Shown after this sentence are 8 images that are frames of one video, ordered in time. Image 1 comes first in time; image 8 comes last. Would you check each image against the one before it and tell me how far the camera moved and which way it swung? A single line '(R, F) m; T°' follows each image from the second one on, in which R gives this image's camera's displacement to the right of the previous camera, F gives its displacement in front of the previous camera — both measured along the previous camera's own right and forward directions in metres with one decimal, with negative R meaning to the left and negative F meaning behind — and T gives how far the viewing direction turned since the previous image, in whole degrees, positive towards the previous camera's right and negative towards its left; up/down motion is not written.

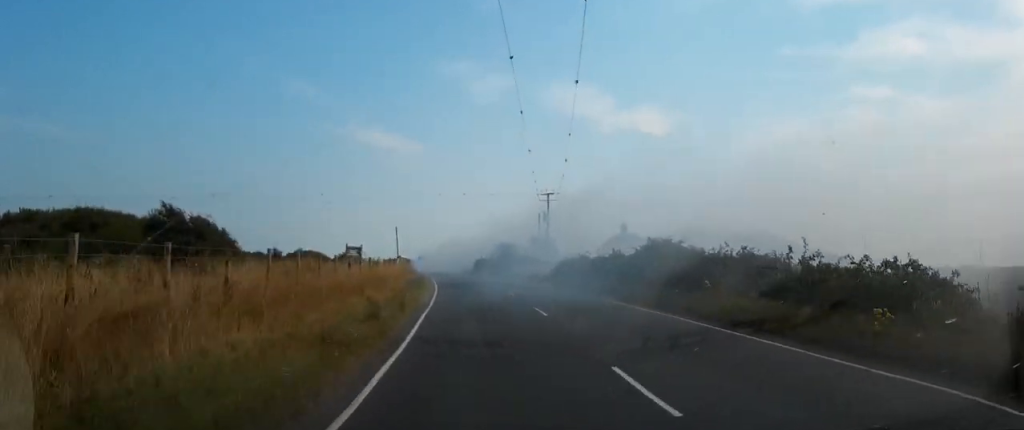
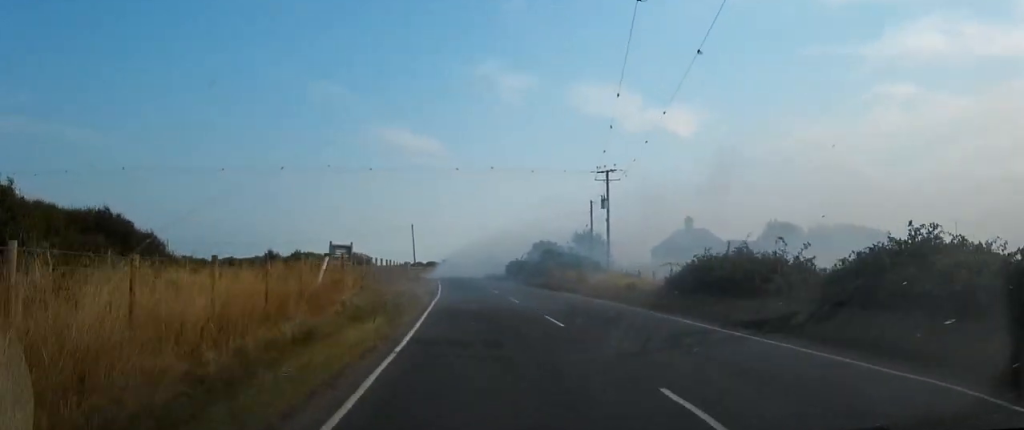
(-0.2, +19.9) m; -2°
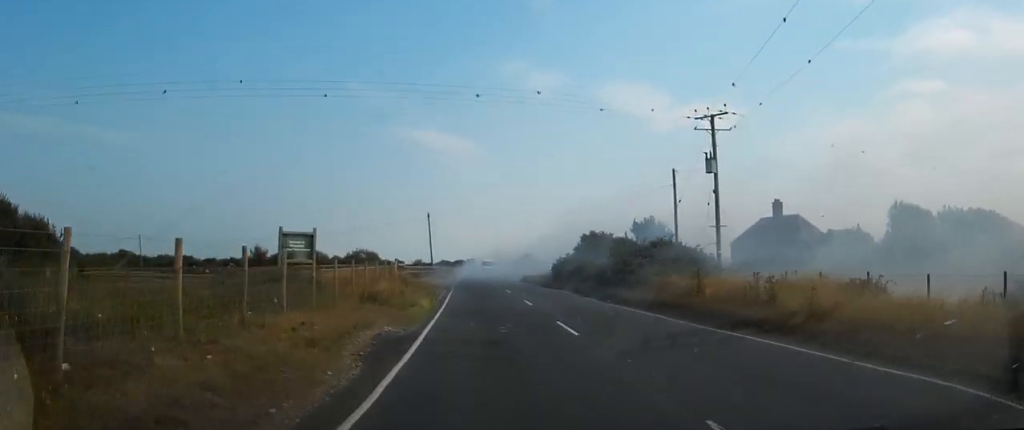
(-0.5, +19.2) m; -2°
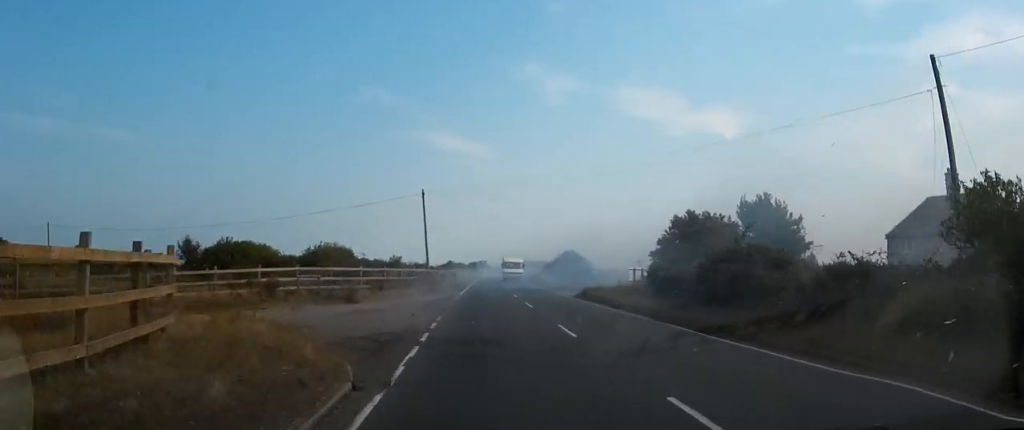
(-0.4, +26.2) m; -2°
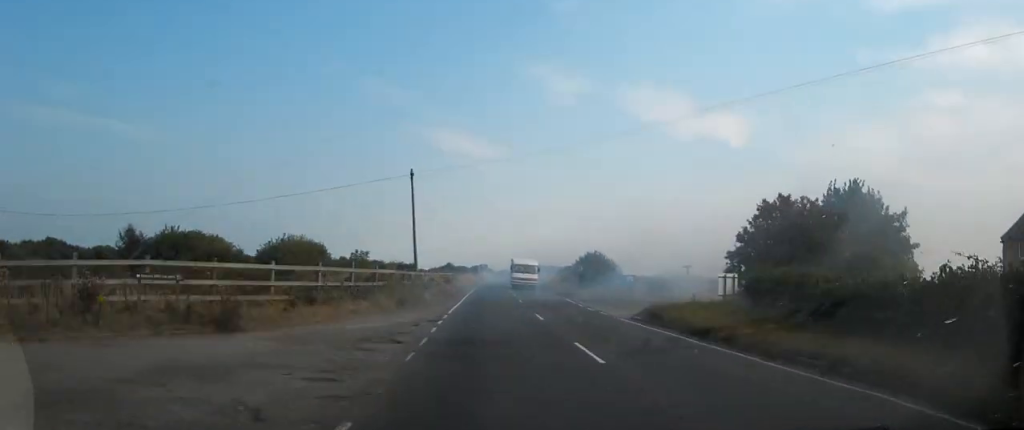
(-0.1, +11.9) m; -1°
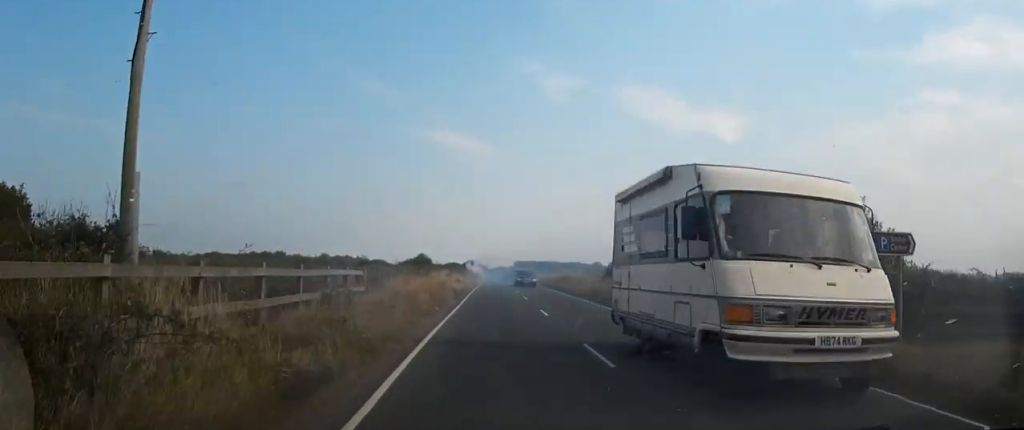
(-0.4, +34.9) m; 0°
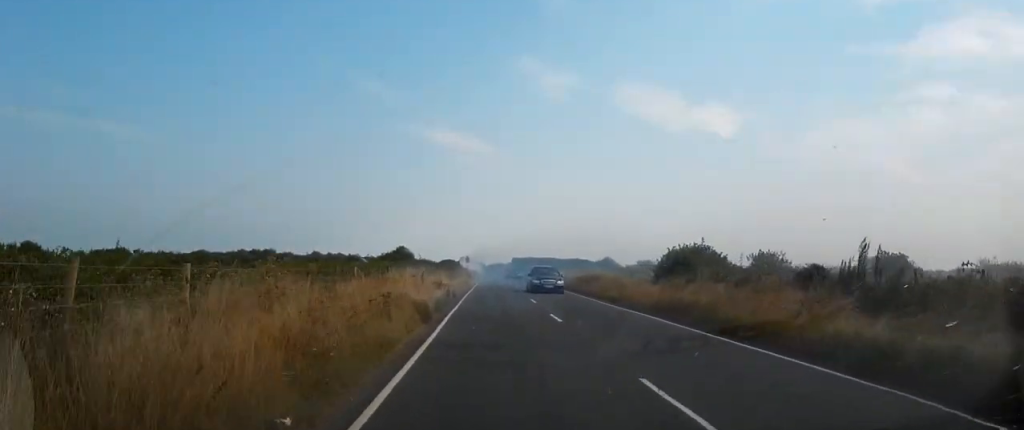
(+0.3, +13.2) m; +1°
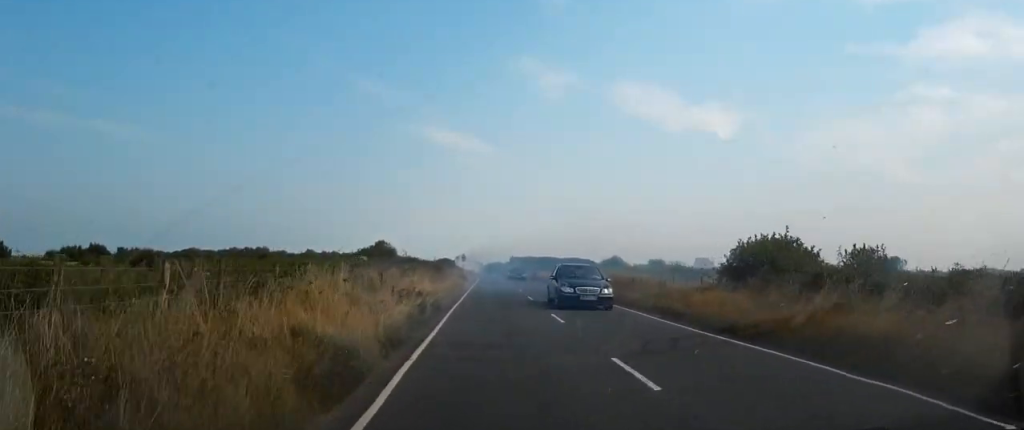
(-0.1, +8.5) m; 0°
